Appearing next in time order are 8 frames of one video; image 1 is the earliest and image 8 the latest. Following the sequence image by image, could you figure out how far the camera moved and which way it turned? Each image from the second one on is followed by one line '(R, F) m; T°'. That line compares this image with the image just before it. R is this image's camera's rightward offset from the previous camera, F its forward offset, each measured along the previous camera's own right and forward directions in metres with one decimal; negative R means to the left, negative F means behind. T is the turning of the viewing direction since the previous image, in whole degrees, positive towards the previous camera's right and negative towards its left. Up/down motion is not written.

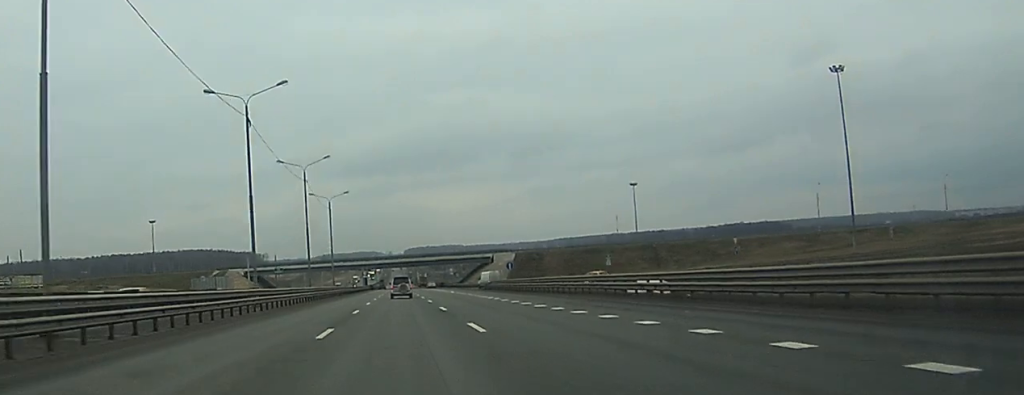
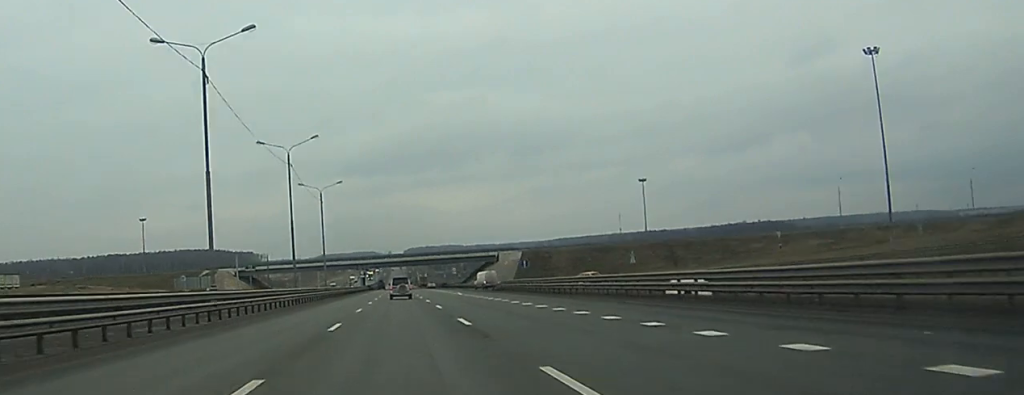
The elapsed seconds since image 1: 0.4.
(0.0, +12.5) m; 0°
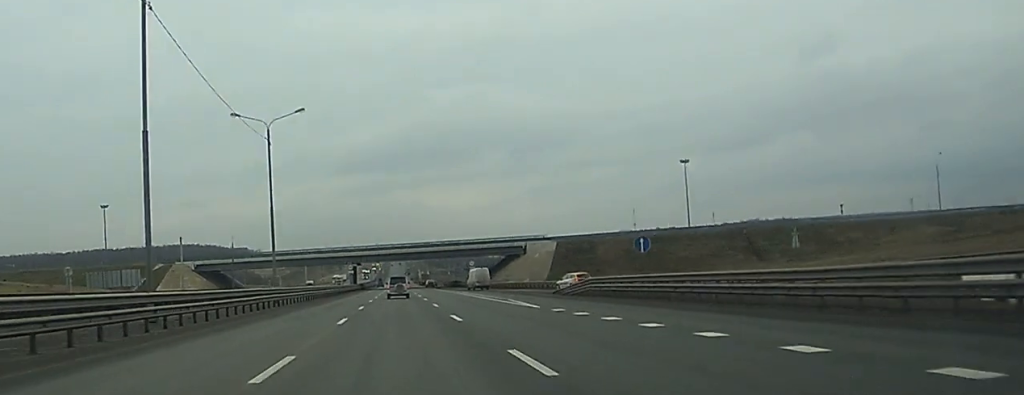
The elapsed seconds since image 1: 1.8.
(0.0, +44.4) m; 0°
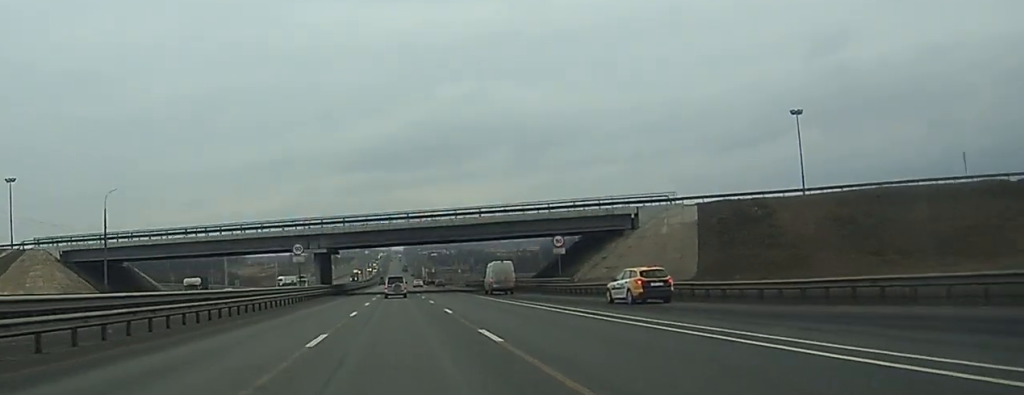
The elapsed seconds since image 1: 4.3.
(-0.1, +73.9) m; 0°
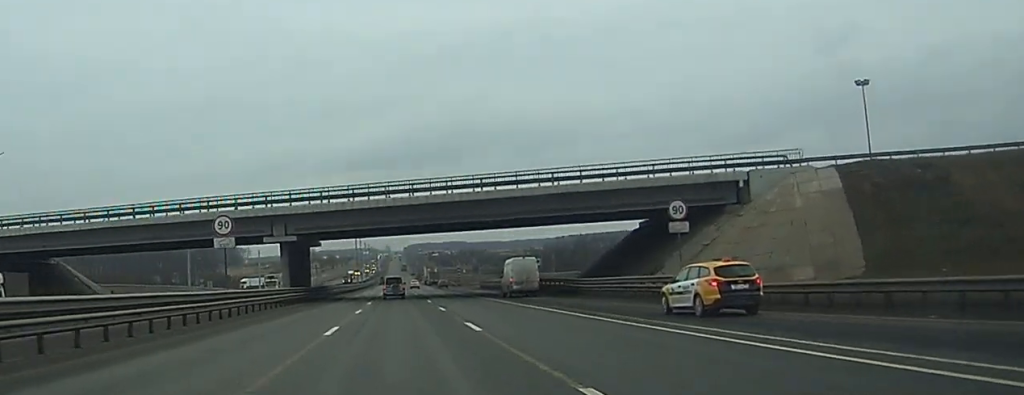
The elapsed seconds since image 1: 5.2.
(+0.1, +28.0) m; 0°
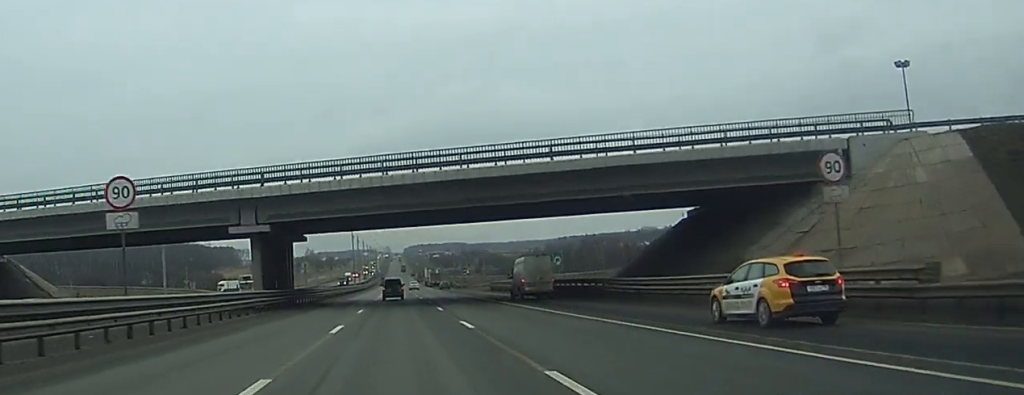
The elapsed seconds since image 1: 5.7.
(0.0, +14.0) m; 0°
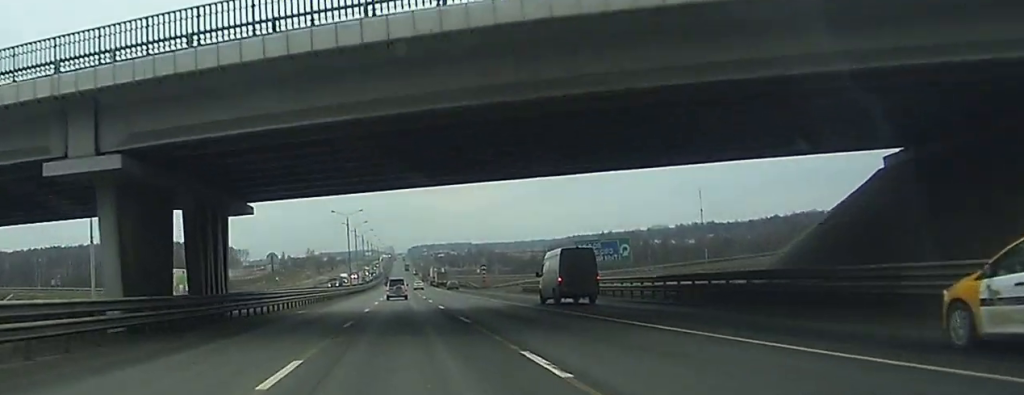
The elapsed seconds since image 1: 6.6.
(0.0, +28.9) m; 0°
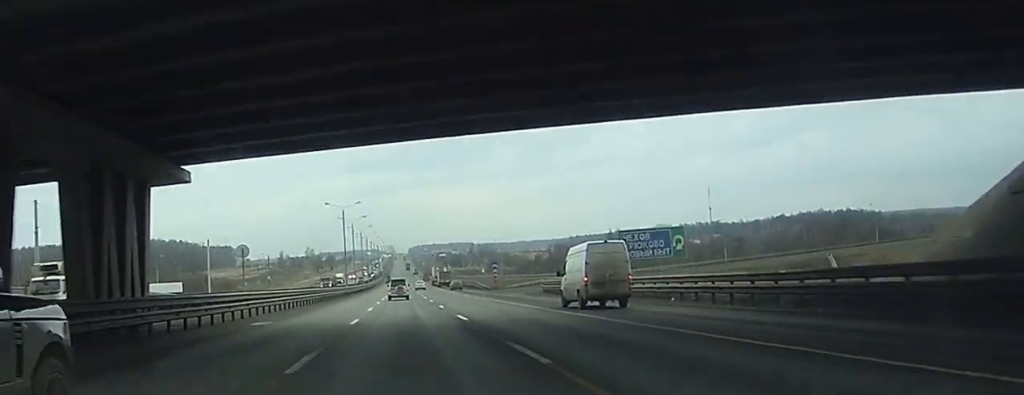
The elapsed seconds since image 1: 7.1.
(0.0, +14.0) m; 0°
